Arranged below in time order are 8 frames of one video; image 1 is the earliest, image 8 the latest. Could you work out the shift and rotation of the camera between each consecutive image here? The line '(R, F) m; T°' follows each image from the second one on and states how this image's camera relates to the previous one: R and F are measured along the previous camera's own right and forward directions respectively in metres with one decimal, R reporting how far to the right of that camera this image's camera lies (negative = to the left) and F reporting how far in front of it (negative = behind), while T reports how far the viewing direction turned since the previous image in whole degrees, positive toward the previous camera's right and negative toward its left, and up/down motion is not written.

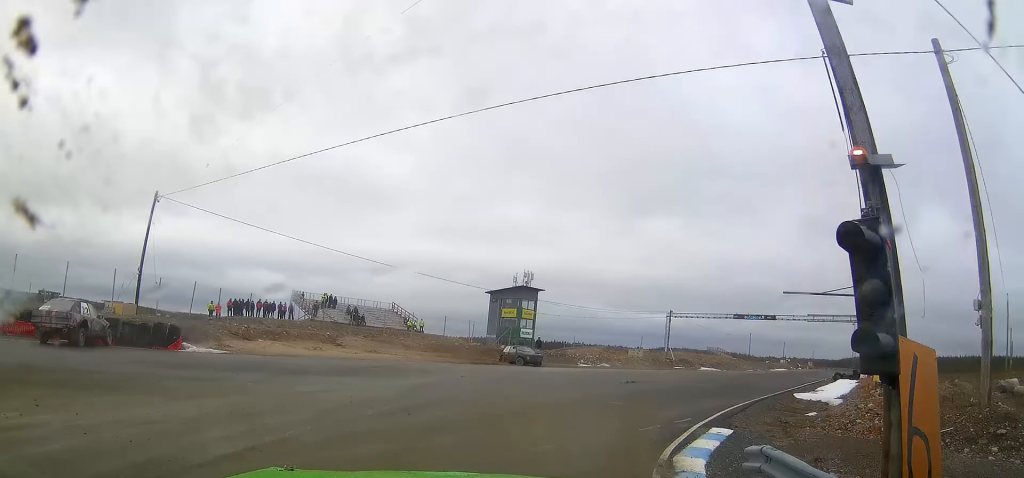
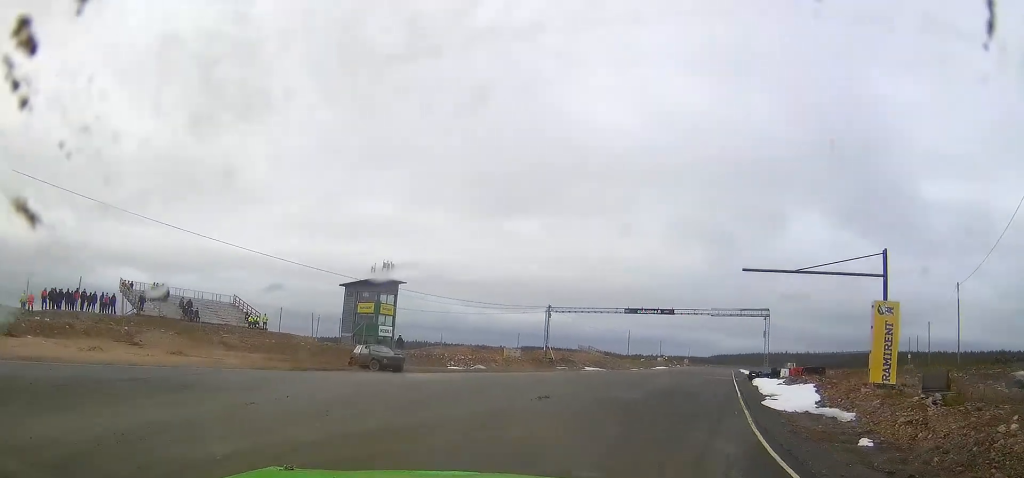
(+0.4, +8.5) m; +10°
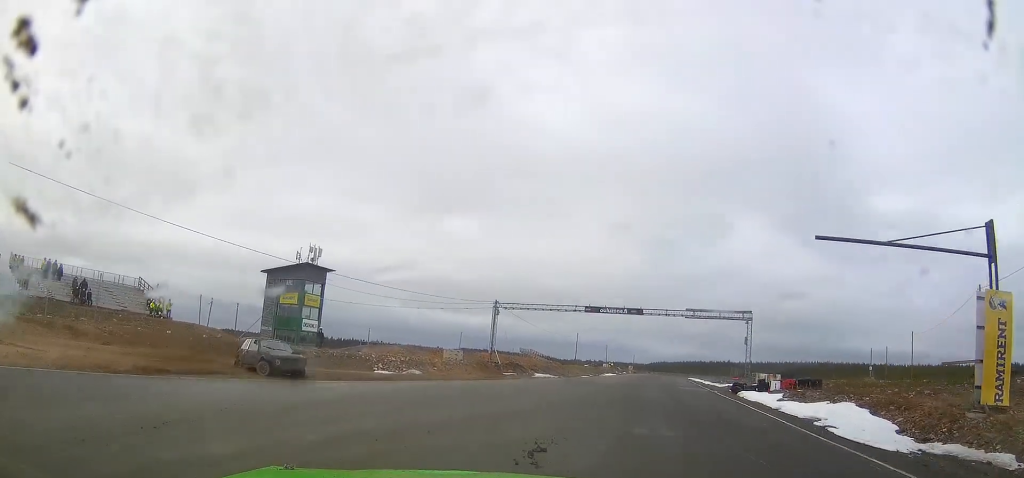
(+1.0, +7.6) m; +11°
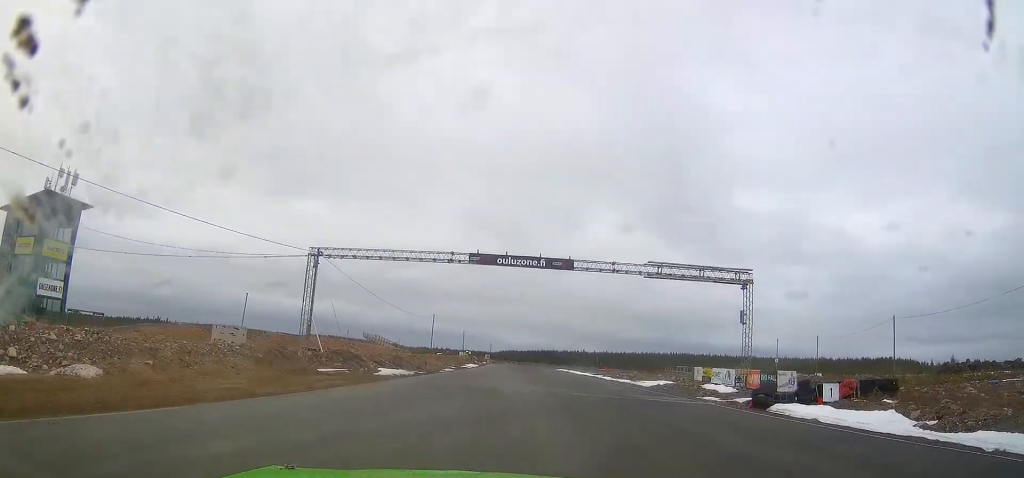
(+3.1, +19.5) m; +17°
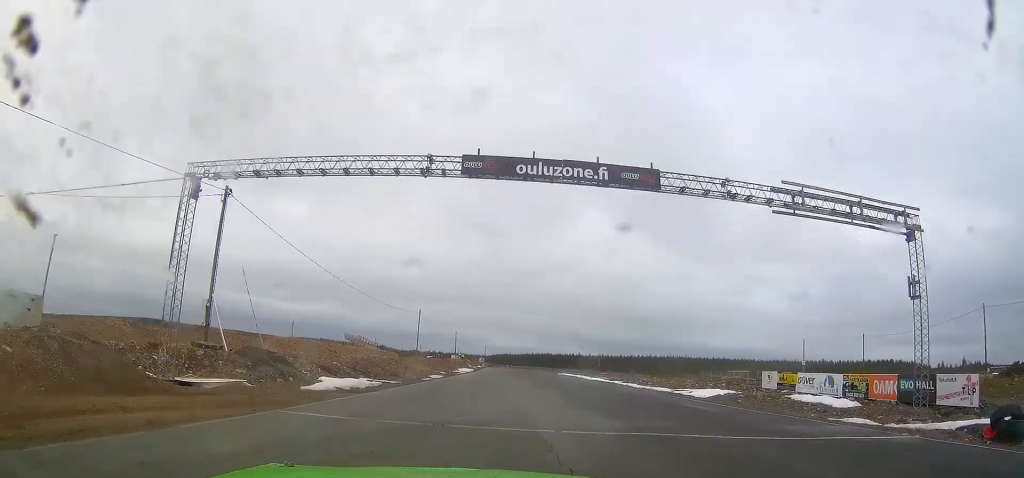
(+1.0, +12.4) m; +5°
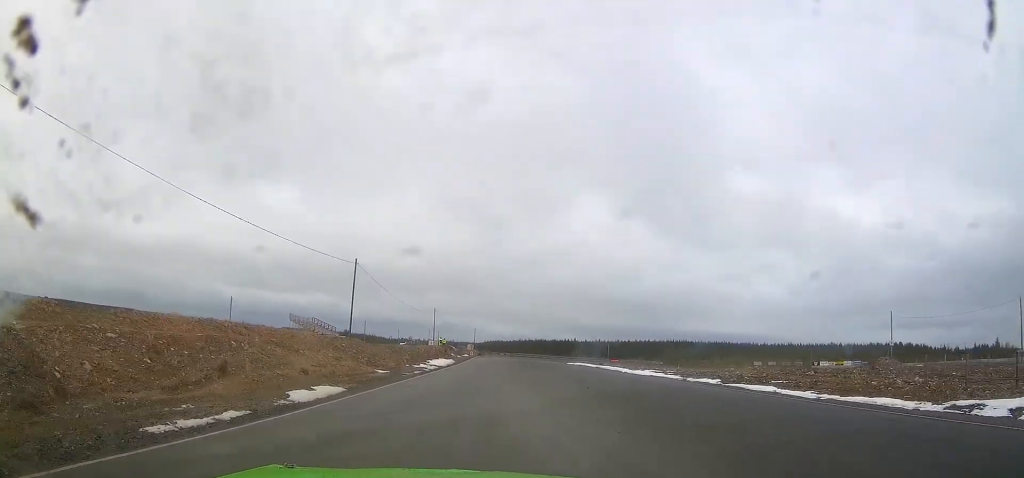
(+1.6, +27.8) m; +6°
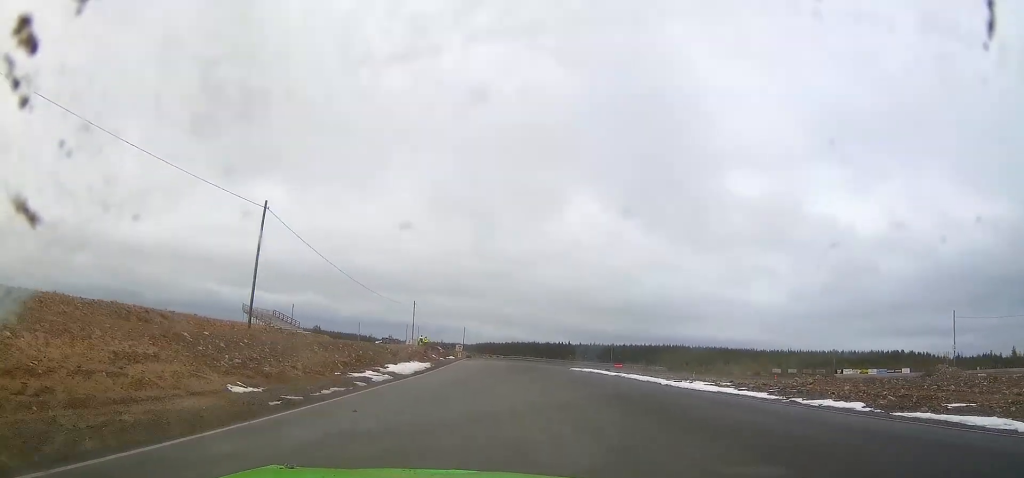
(+0.4, +15.9) m; +1°
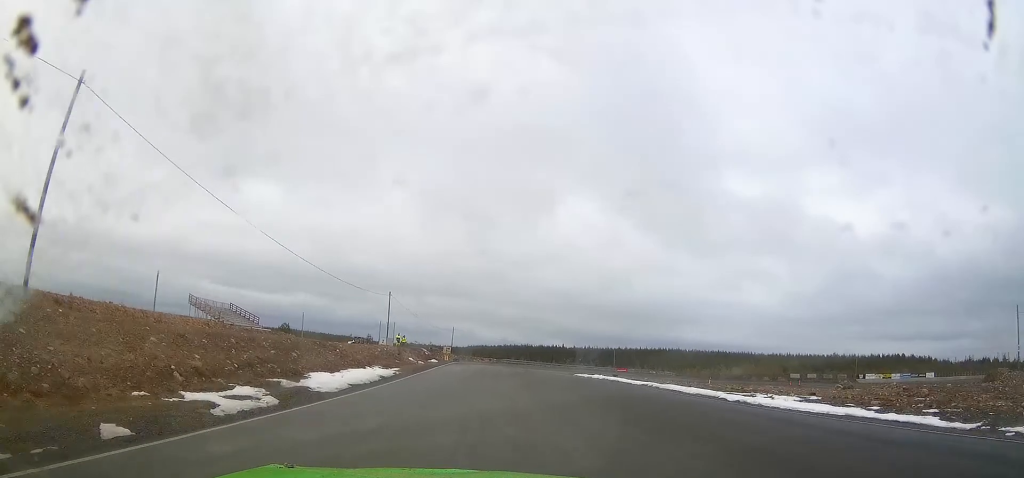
(+0.1, +12.9) m; +1°
